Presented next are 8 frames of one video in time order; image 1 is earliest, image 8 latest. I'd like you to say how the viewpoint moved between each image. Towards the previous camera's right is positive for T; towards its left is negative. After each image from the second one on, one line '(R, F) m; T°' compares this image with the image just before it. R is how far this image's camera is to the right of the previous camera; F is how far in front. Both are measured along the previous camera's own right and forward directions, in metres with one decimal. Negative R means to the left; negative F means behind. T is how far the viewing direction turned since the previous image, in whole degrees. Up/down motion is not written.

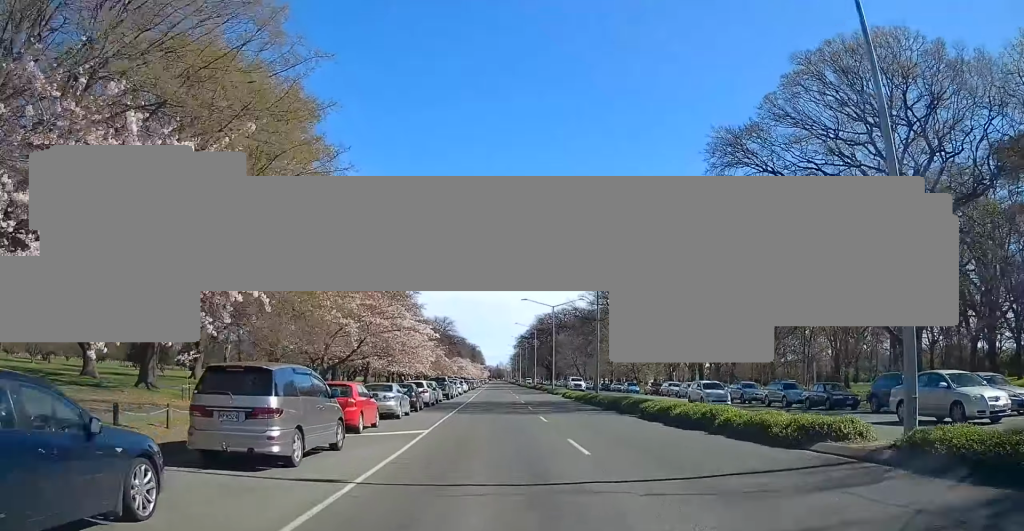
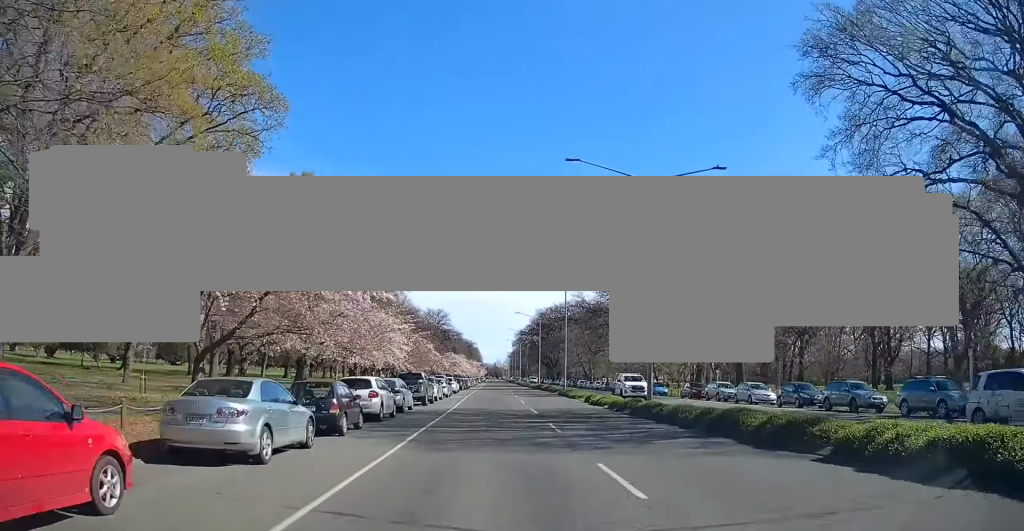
(+0.4, +15.2) m; +1°
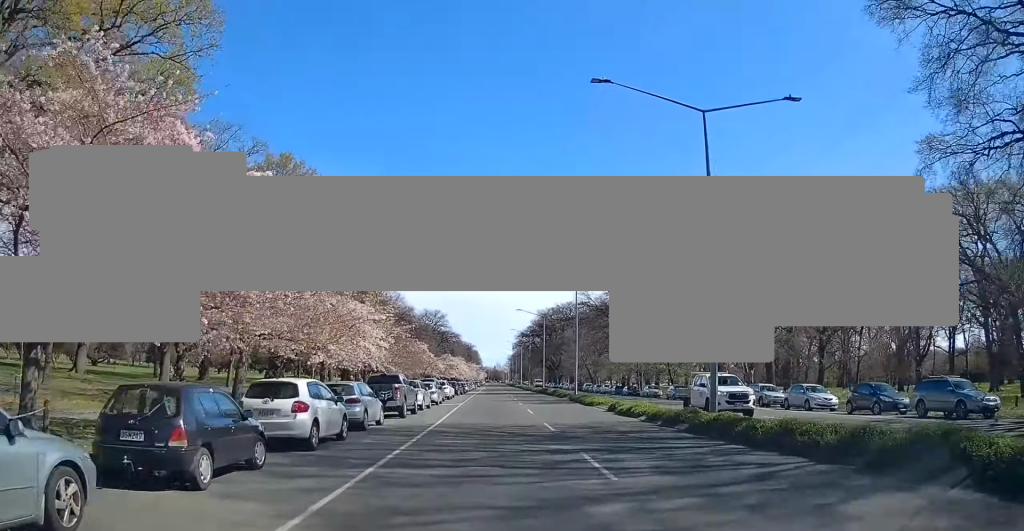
(-0.1, +8.3) m; 0°
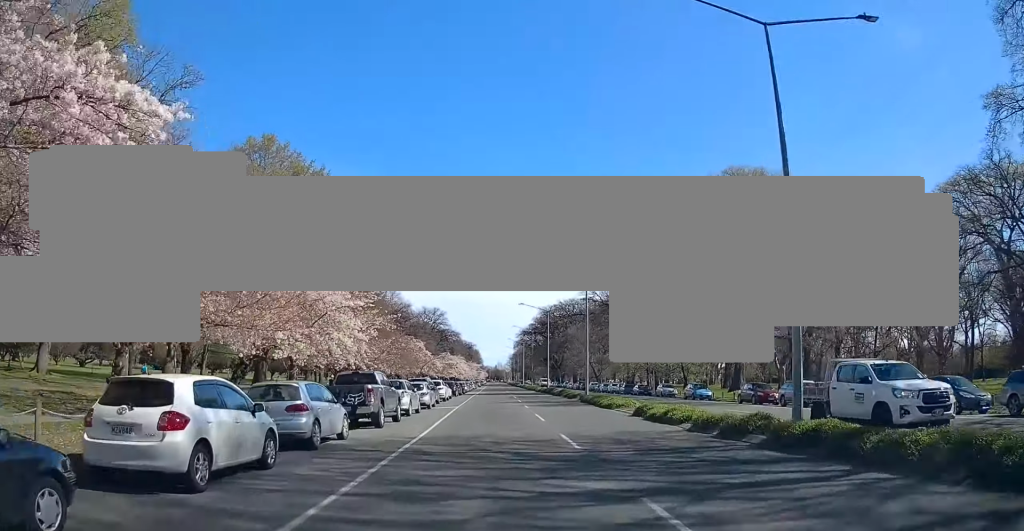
(+0.2, +5.6) m; 0°
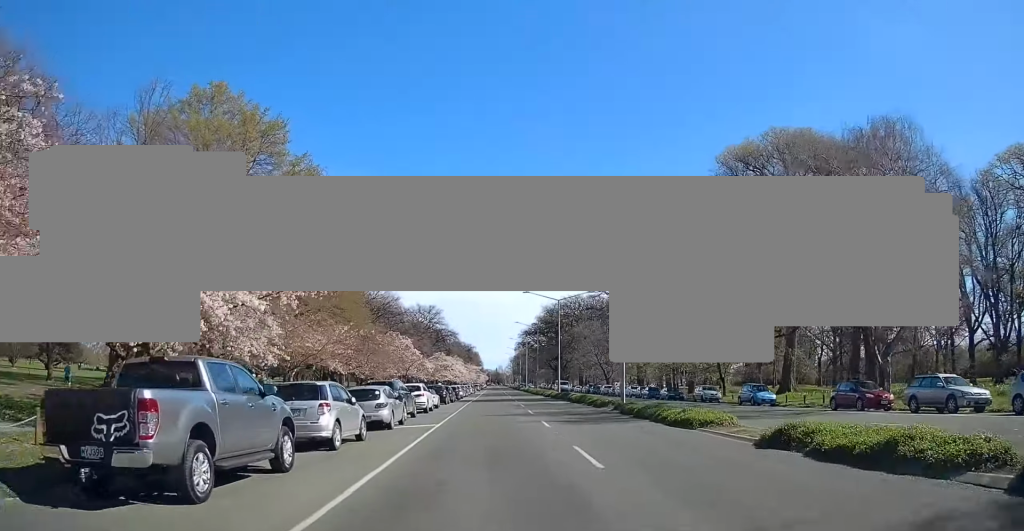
(-0.1, +12.9) m; -2°
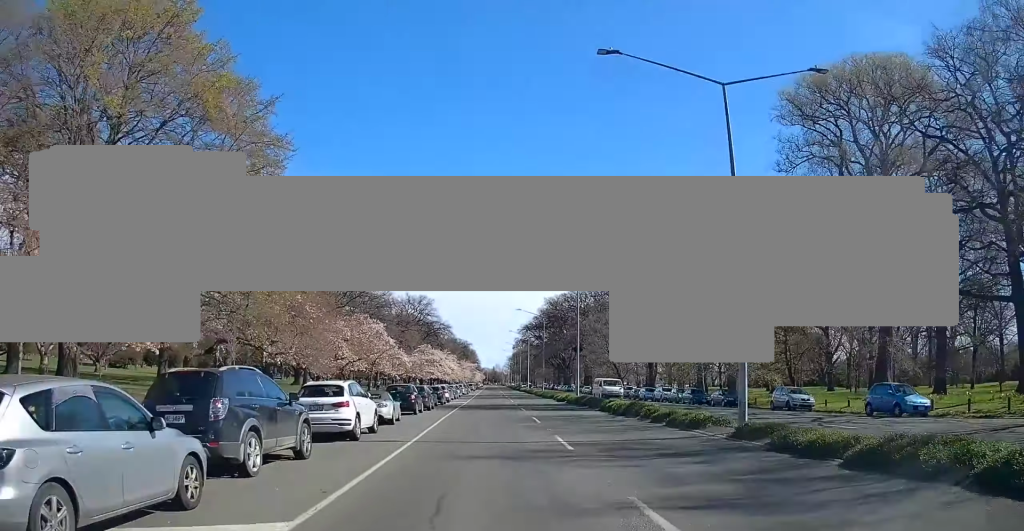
(-0.4, +16.4) m; -1°
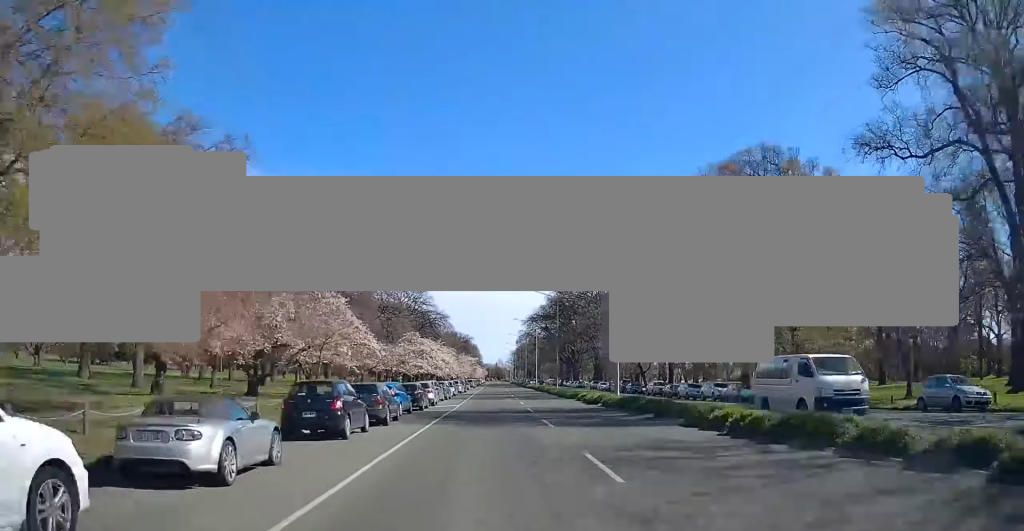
(+0.2, +14.9) m; 0°
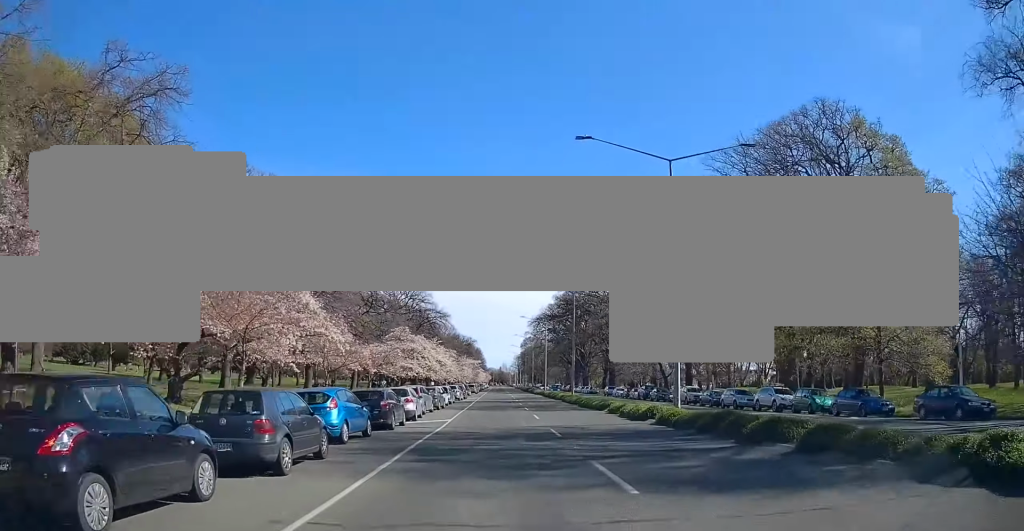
(0.0, +10.9) m; -2°
